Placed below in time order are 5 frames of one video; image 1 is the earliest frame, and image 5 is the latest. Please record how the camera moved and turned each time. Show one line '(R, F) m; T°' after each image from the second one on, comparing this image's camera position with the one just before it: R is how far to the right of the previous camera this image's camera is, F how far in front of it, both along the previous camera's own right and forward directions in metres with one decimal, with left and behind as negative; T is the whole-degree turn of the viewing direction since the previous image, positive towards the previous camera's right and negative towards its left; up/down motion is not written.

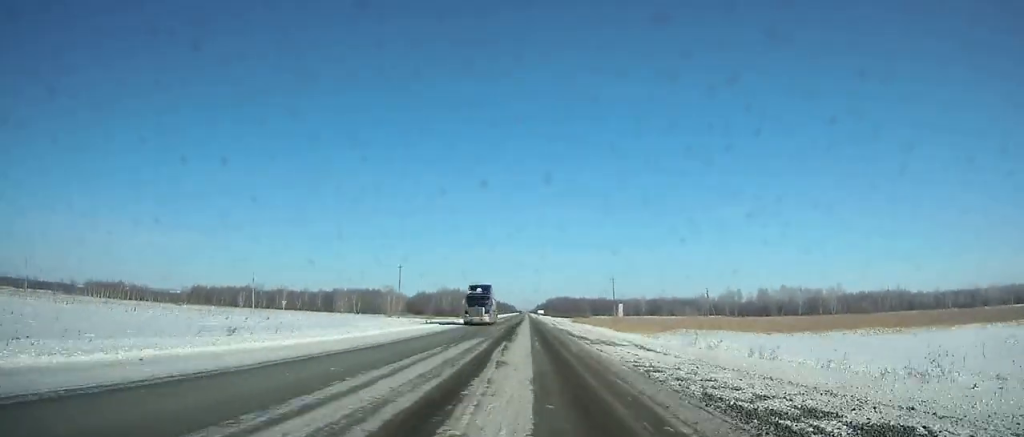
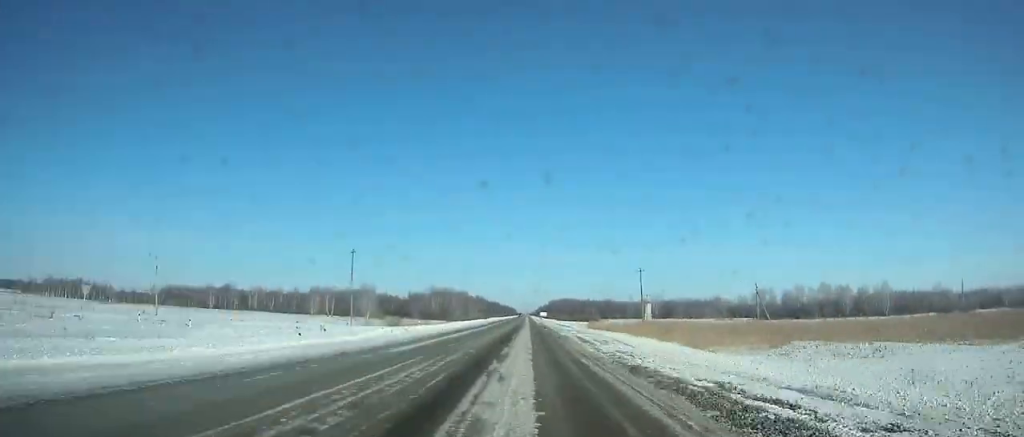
(0.0, +36.8) m; 0°
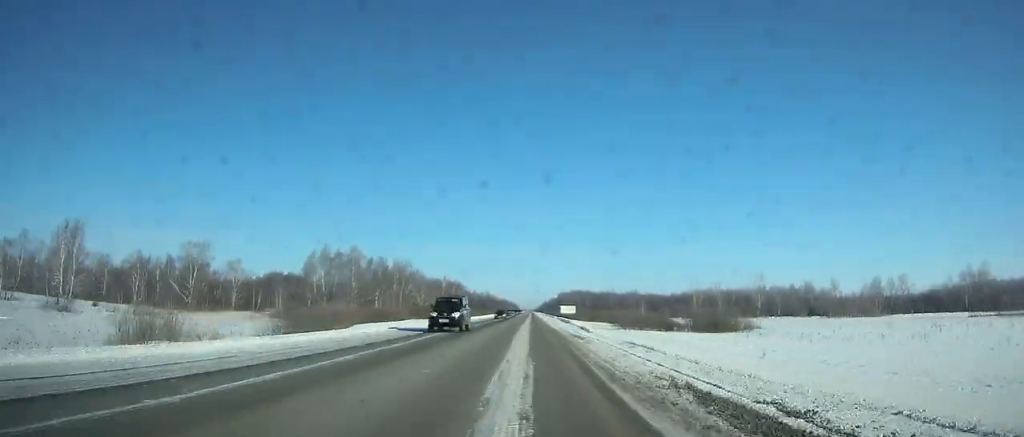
(0.0, +143.4) m; 0°
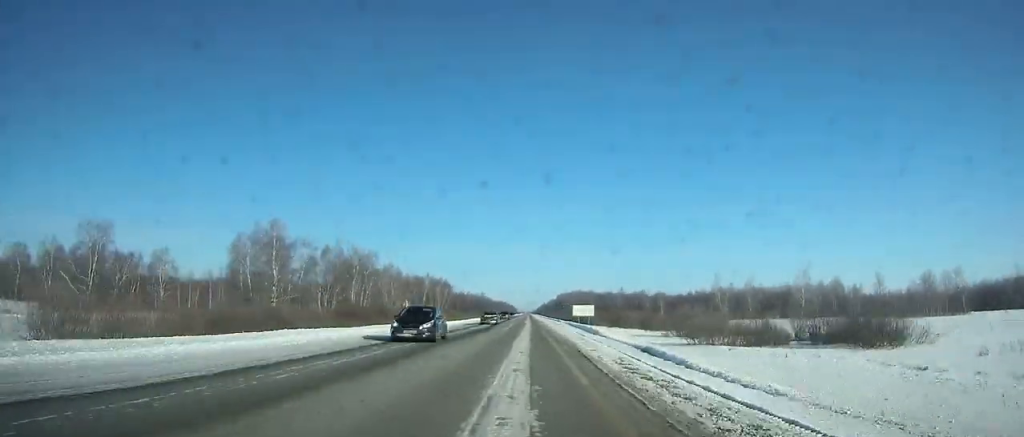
(0.0, +32.4) m; 0°
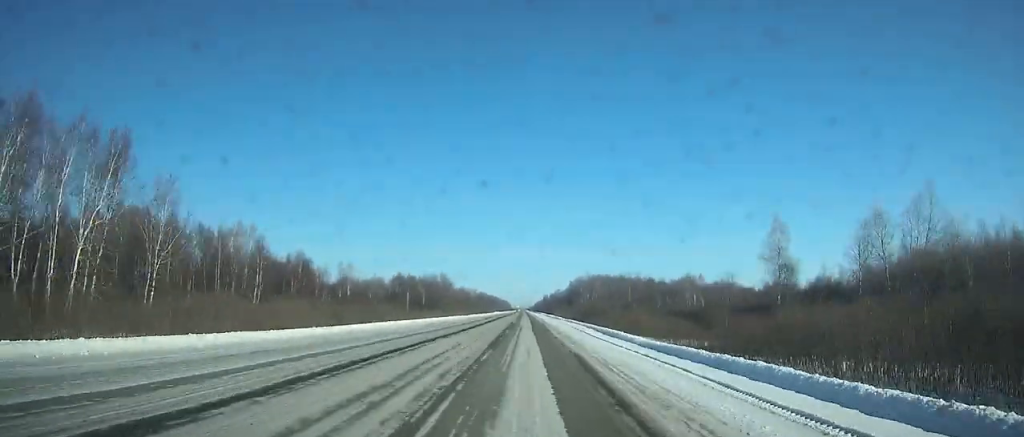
(+0.2, +170.9) m; +1°
